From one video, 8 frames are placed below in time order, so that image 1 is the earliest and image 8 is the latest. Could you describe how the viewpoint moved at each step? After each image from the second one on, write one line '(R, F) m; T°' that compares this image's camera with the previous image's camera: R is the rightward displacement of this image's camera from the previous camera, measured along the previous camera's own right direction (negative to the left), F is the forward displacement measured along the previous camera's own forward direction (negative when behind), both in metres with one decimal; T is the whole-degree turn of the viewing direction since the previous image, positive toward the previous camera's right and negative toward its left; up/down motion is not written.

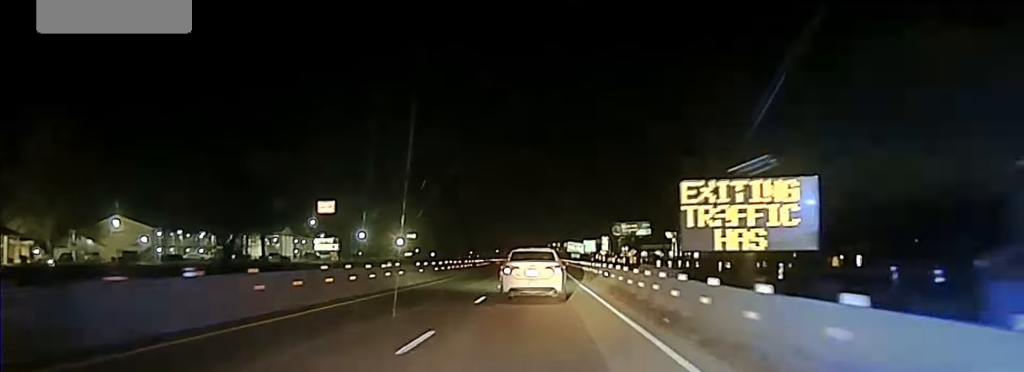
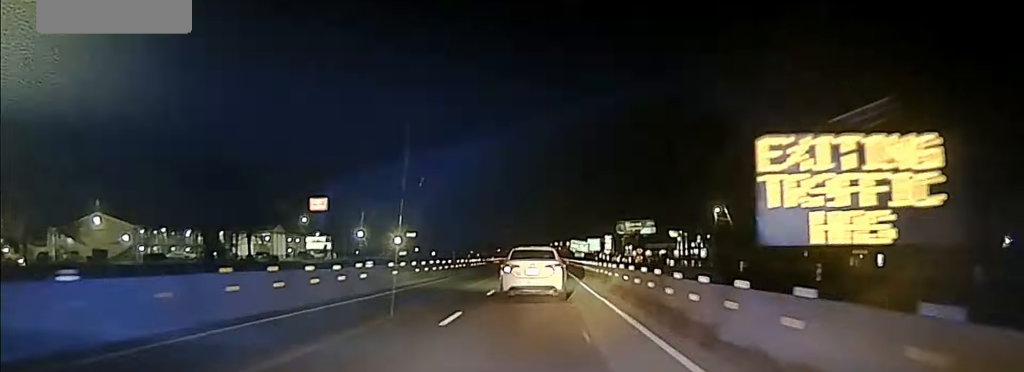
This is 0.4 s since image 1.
(0.0, +8.5) m; 0°
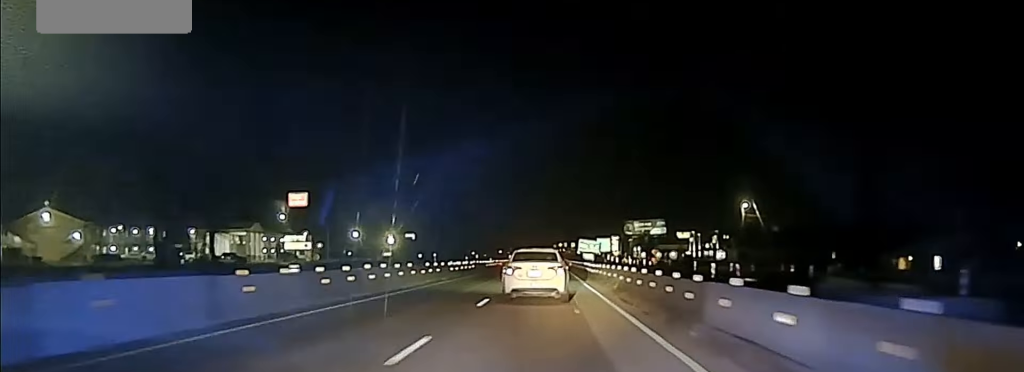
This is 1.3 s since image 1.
(0.0, +18.2) m; 0°
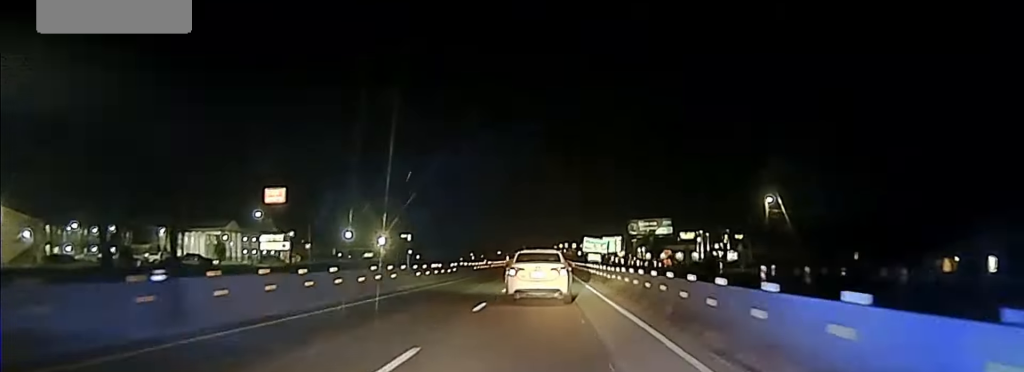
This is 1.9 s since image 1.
(+0.1, +13.8) m; 0°
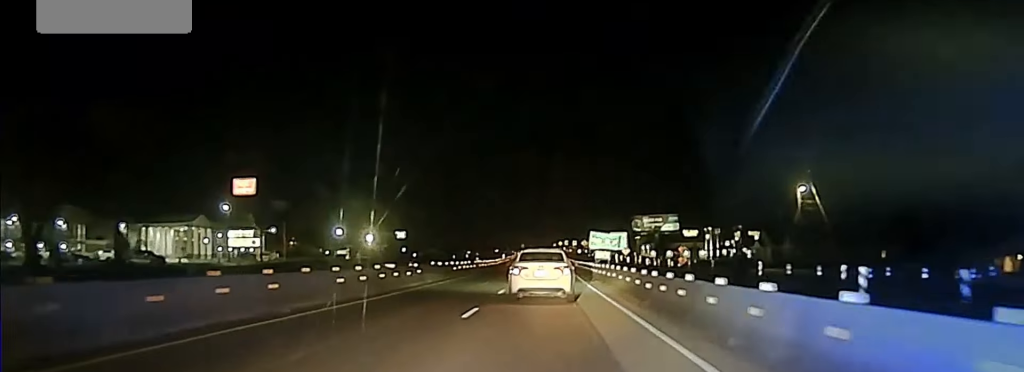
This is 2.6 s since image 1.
(+0.1, +14.4) m; -1°
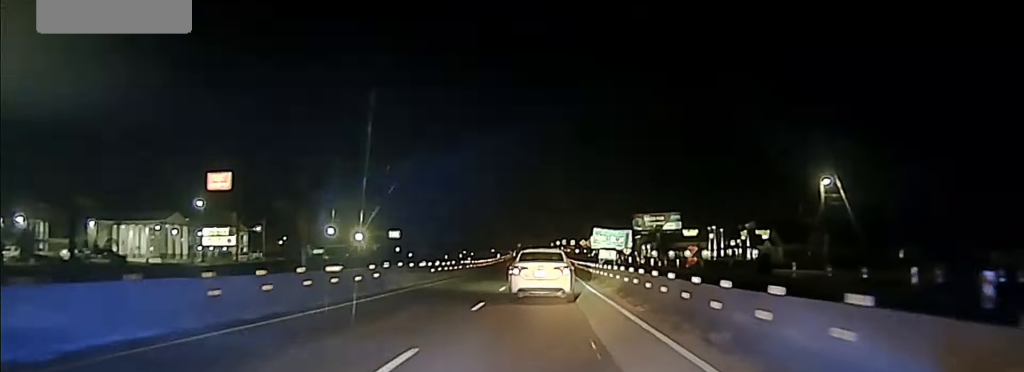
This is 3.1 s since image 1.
(+0.2, +9.5) m; -1°
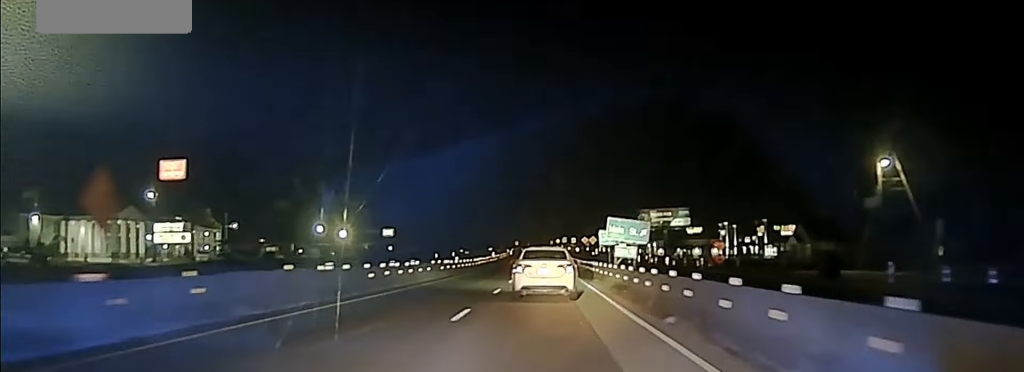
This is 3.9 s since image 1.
(-0.5, +16.7) m; 0°
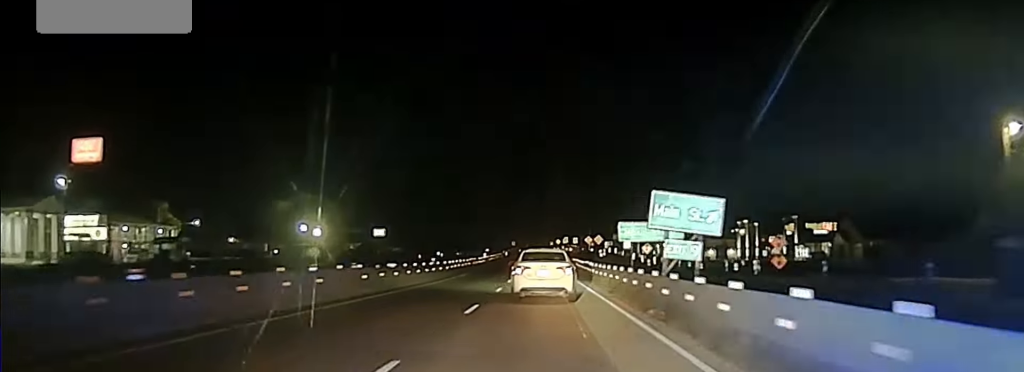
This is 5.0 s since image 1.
(+0.4, +21.9) m; +2°
